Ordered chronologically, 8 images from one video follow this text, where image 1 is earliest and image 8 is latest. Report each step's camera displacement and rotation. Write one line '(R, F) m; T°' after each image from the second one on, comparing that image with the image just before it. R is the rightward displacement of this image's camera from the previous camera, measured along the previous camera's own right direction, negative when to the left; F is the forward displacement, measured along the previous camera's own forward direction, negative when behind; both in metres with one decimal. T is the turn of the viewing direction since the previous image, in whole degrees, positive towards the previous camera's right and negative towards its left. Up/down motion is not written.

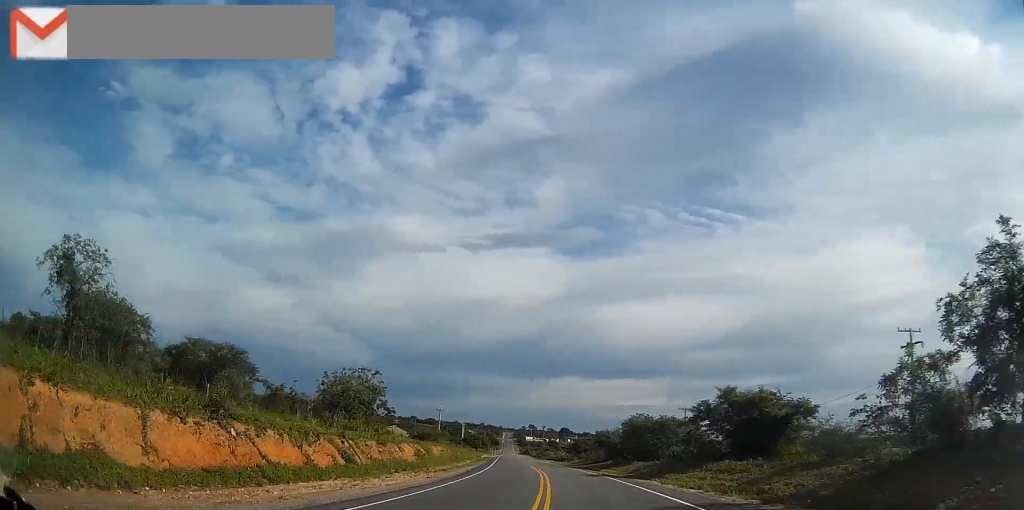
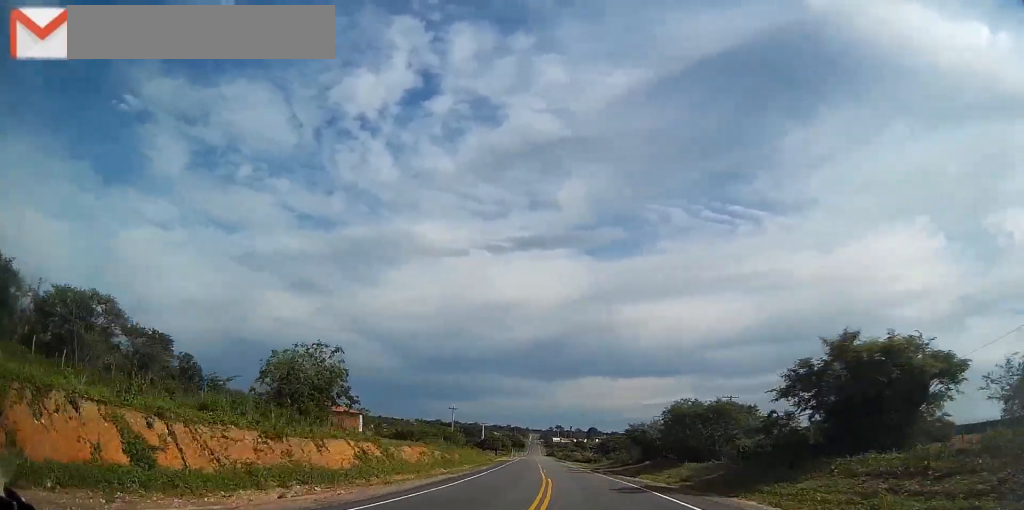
(-0.4, +13.1) m; -3°
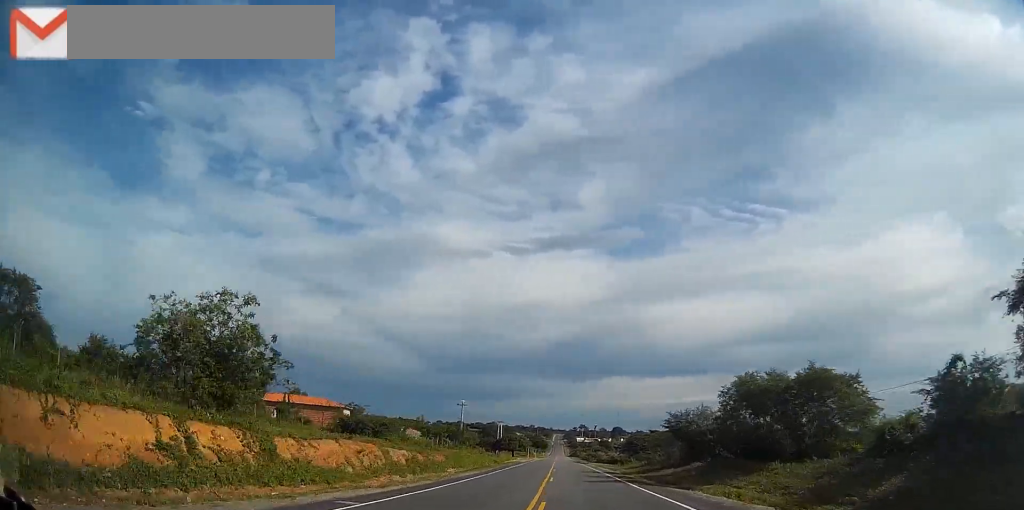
(-0.5, +14.3) m; -3°
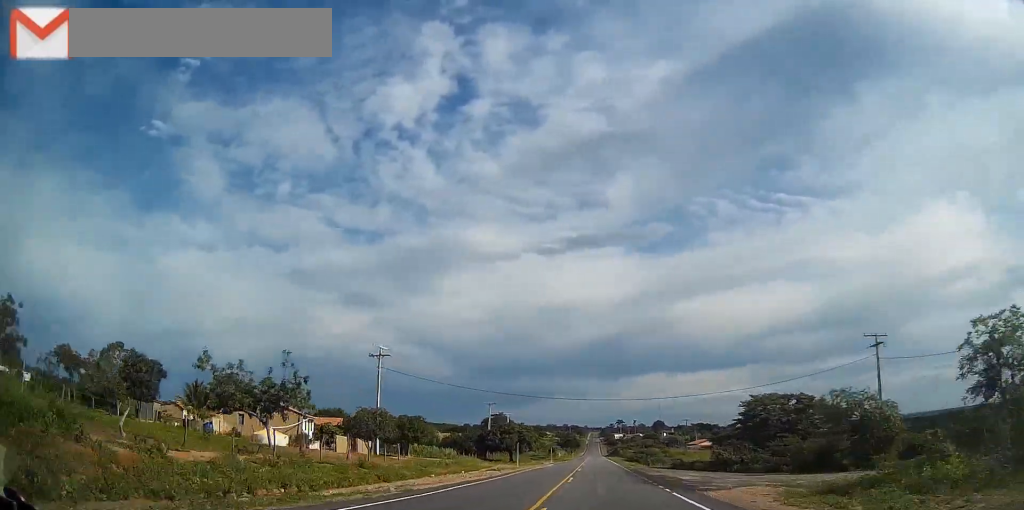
(-4.9, +61.1) m; -7°
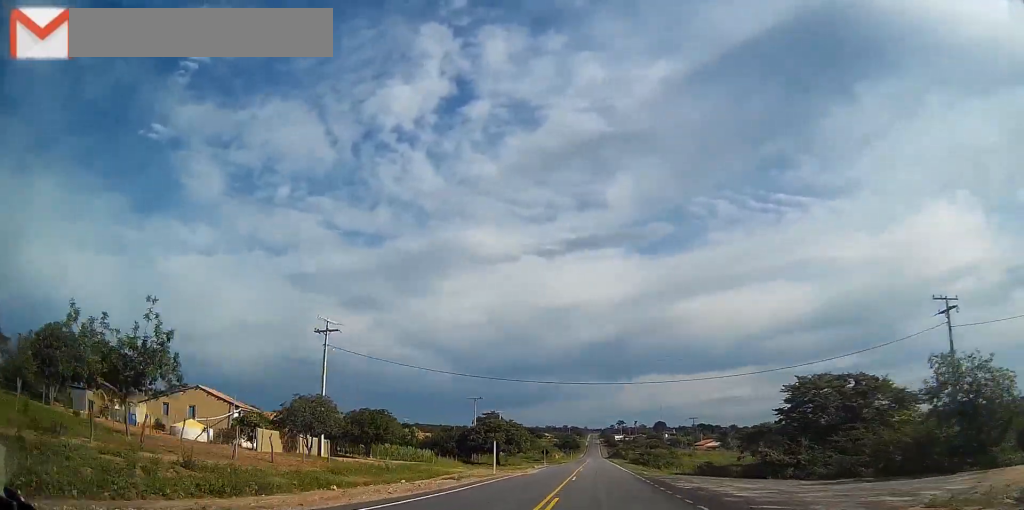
(0.0, +12.9) m; 0°
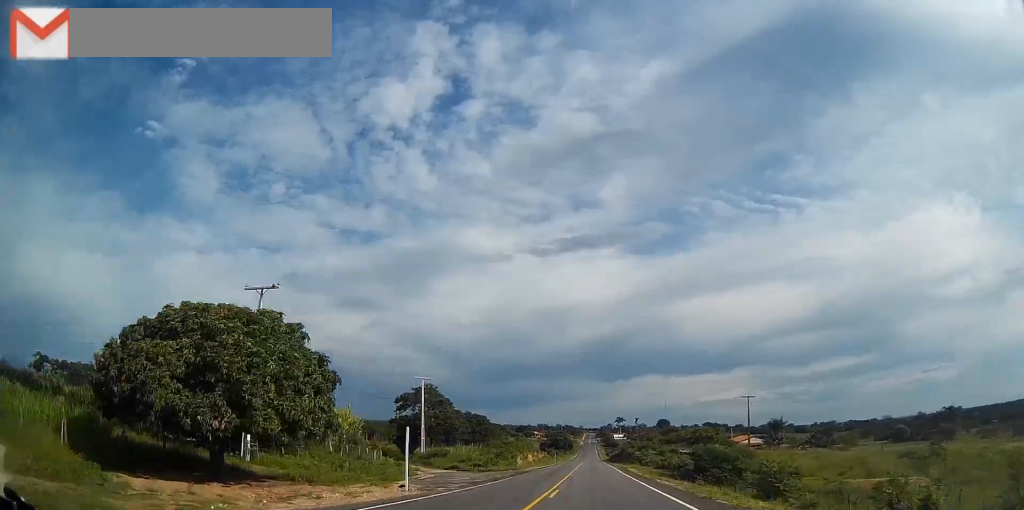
(+0.1, +56.3) m; +1°
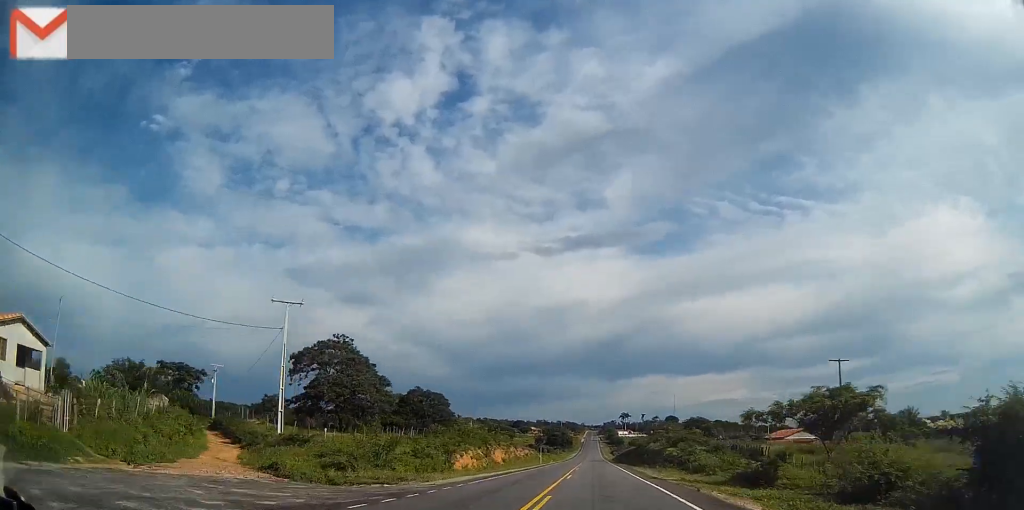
(+0.5, +35.5) m; 0°
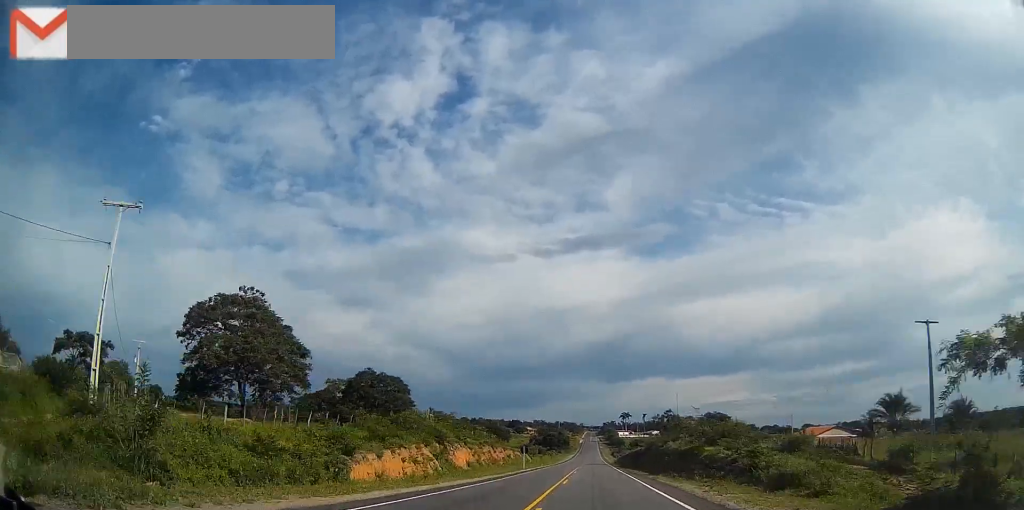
(-0.1, +18.2) m; 0°
